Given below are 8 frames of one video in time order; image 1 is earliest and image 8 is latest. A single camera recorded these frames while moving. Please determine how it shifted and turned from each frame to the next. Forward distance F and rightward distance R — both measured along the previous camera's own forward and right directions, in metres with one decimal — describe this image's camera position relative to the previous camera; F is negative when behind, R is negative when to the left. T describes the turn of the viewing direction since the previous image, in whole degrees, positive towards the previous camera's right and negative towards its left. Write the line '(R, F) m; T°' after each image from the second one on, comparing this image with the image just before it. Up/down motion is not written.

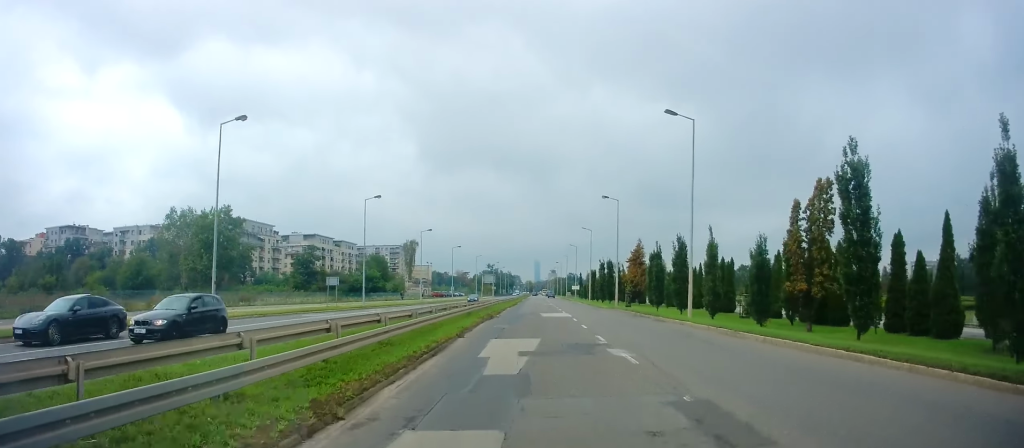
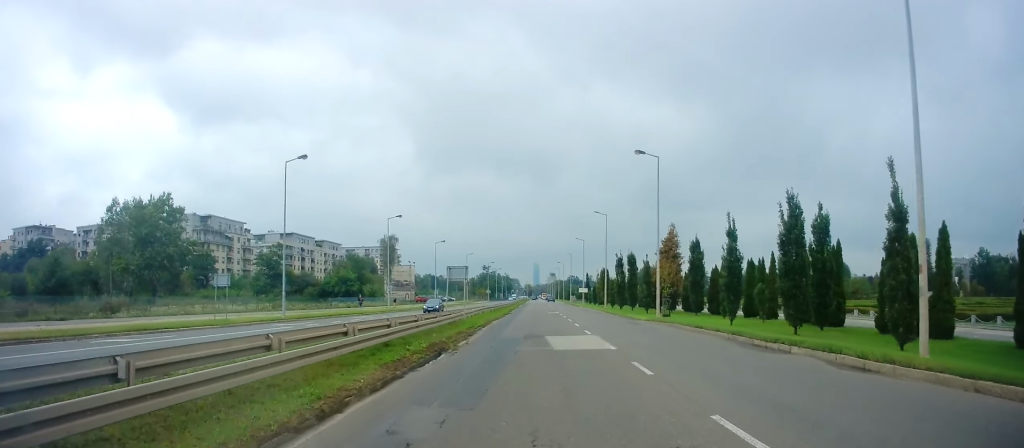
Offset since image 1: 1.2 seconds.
(-0.3, +19.4) m; 0°
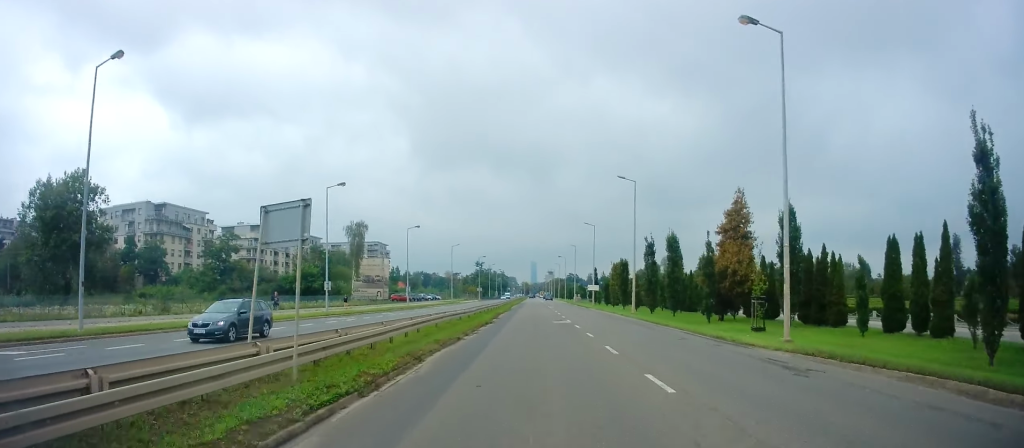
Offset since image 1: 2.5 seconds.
(+0.5, +20.5) m; +1°
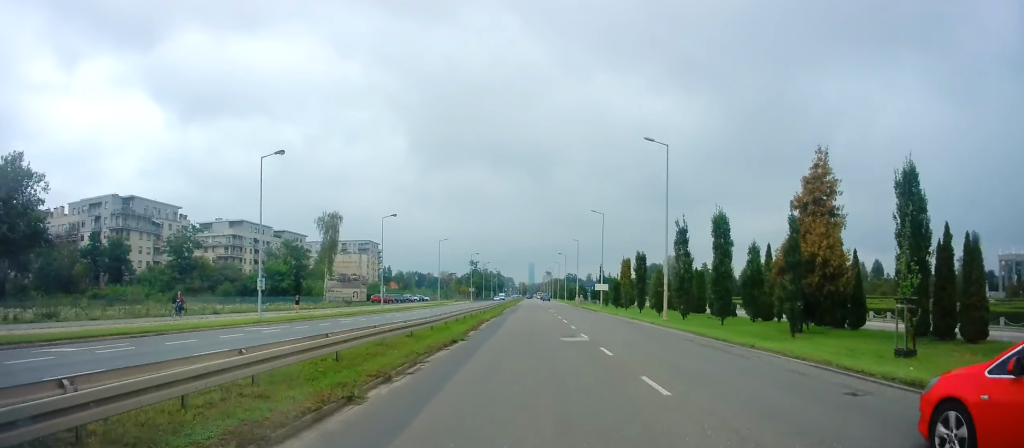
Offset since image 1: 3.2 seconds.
(-0.3, +12.2) m; 0°
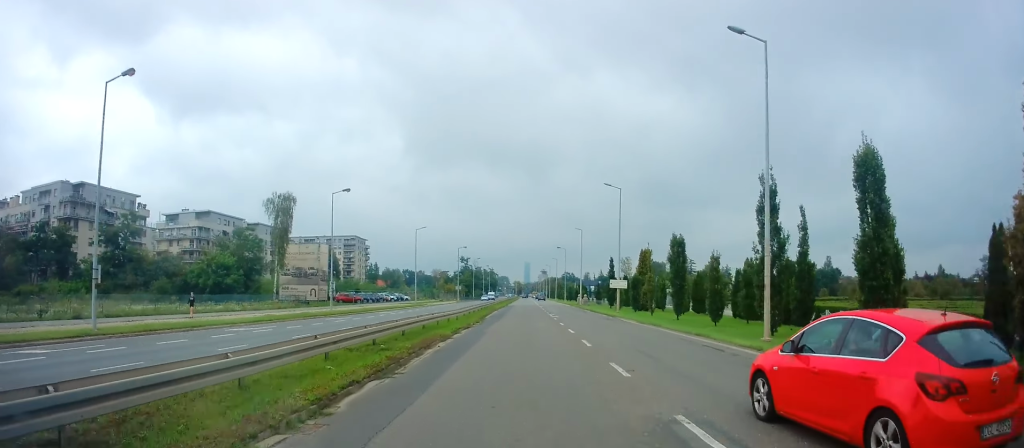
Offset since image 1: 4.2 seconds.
(0.0, +16.0) m; +1°
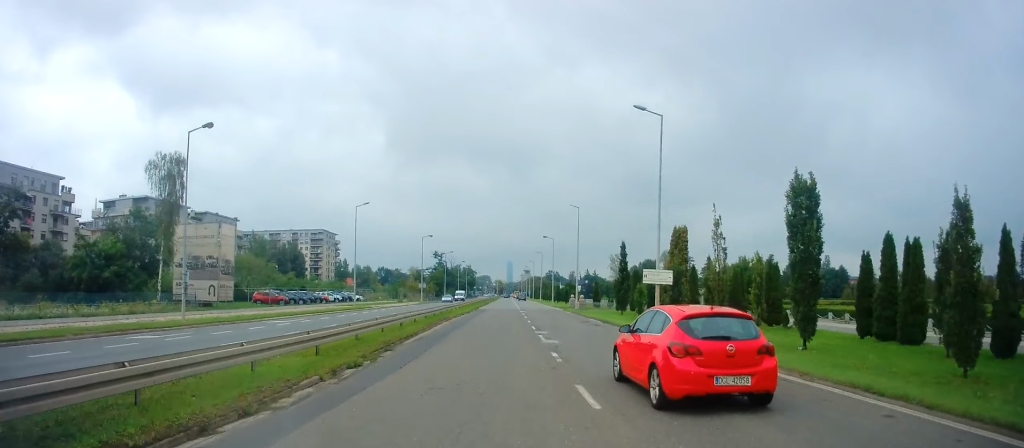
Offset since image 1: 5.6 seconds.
(+0.4, +21.4) m; +1°
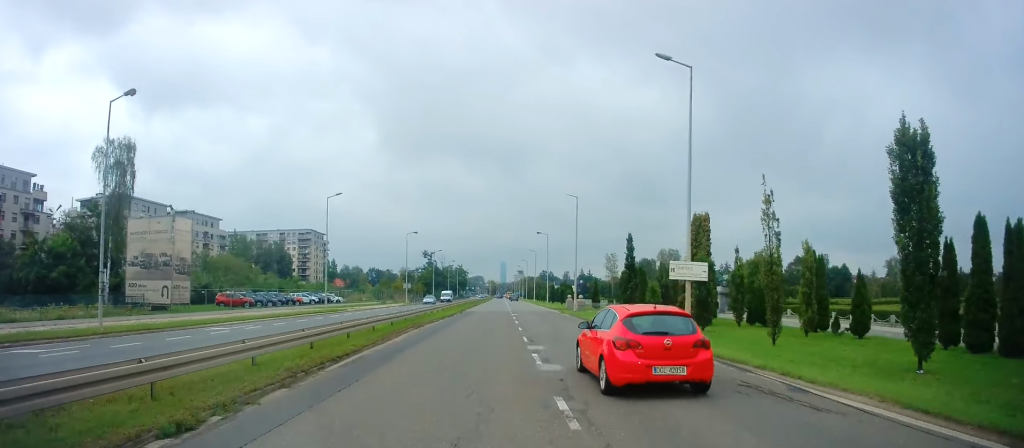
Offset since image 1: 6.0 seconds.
(0.0, +7.0) m; 0°
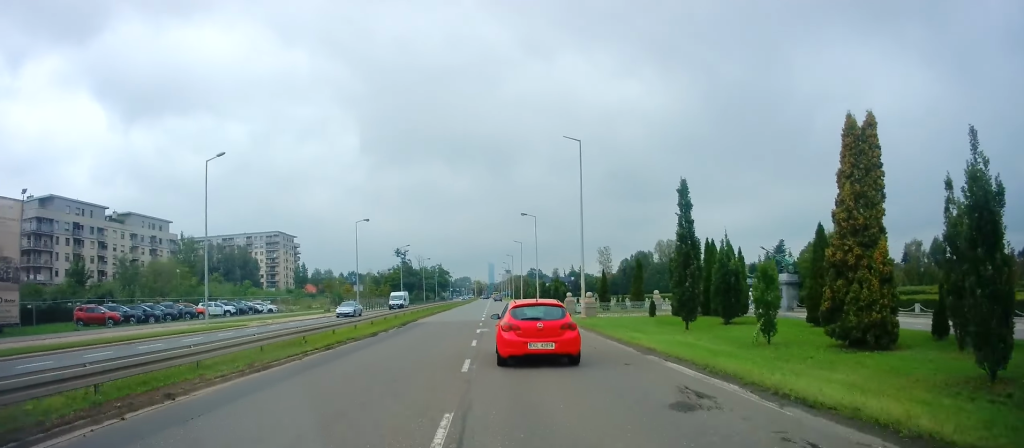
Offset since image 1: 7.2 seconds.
(+0.1, +19.7) m; +1°
